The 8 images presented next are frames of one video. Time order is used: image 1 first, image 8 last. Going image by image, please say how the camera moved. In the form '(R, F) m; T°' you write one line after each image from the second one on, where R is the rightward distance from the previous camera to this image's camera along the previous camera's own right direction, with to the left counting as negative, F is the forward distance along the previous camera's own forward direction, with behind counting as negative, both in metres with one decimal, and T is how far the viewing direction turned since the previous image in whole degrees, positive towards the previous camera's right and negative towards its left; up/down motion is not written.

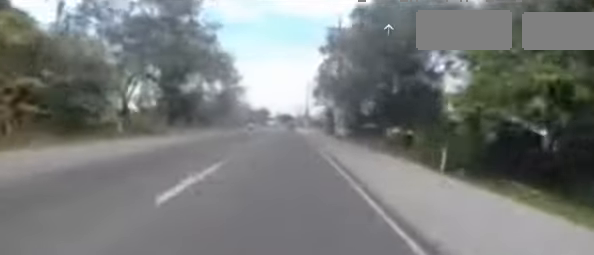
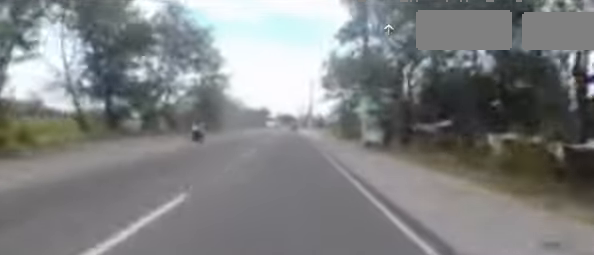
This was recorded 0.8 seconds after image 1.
(-0.2, +10.6) m; -1°
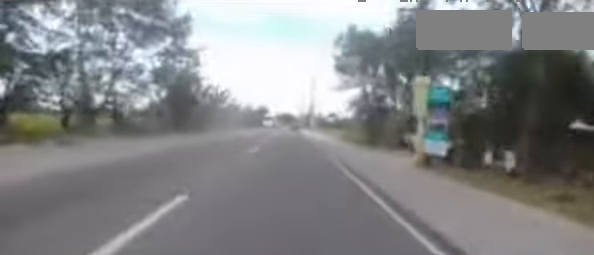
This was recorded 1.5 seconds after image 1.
(-0.1, +9.4) m; +1°
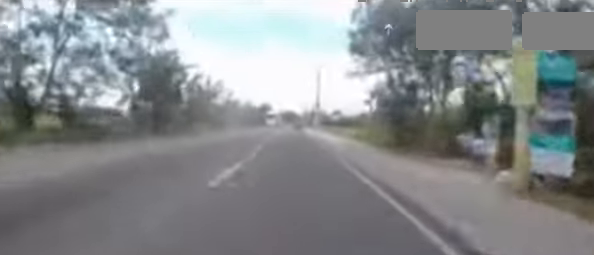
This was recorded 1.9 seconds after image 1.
(+0.2, +5.6) m; +1°
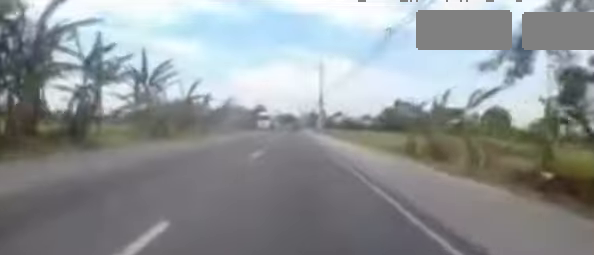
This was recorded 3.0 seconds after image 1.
(+0.2, +13.9) m; +1°
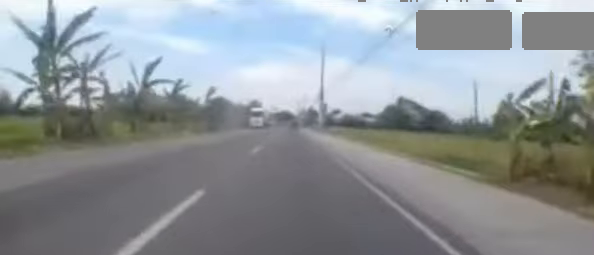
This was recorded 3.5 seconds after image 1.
(0.0, +7.2) m; 0°
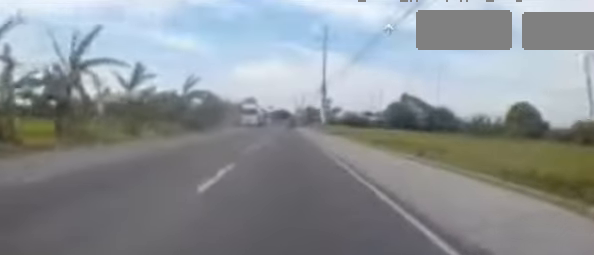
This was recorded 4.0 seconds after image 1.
(0.0, +6.7) m; 0°
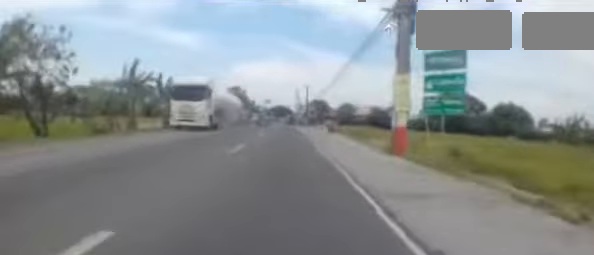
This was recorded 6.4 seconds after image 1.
(0.0, +31.4) m; 0°
